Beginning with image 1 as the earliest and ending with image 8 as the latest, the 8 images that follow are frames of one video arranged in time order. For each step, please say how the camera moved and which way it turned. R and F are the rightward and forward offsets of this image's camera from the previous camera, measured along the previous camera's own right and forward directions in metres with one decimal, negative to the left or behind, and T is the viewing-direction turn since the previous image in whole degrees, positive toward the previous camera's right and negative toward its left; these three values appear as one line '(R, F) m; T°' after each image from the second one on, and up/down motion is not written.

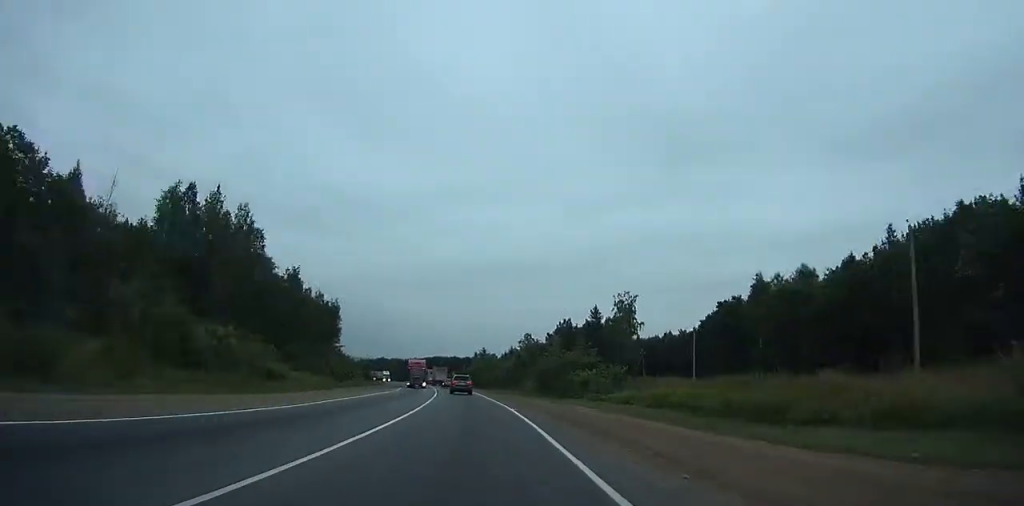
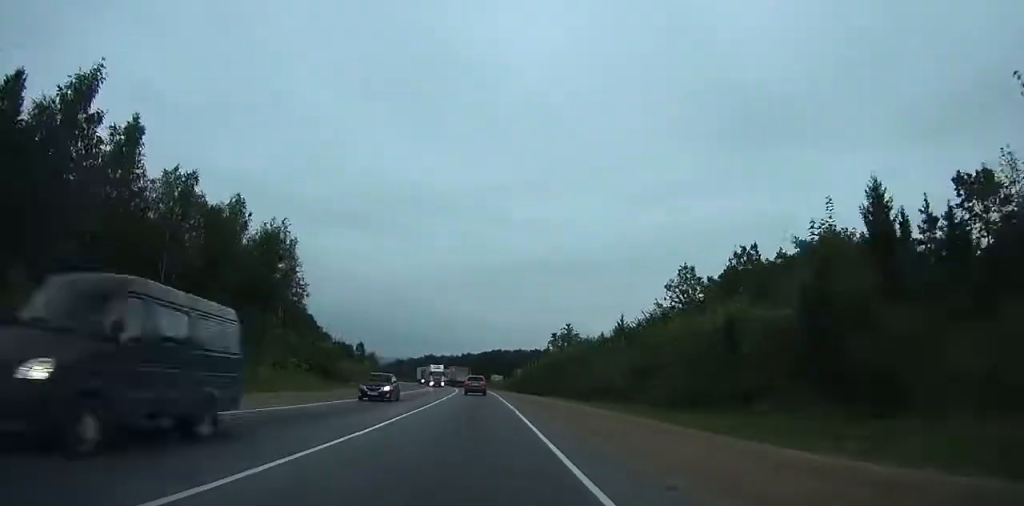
(-5.5, +74.7) m; -8°
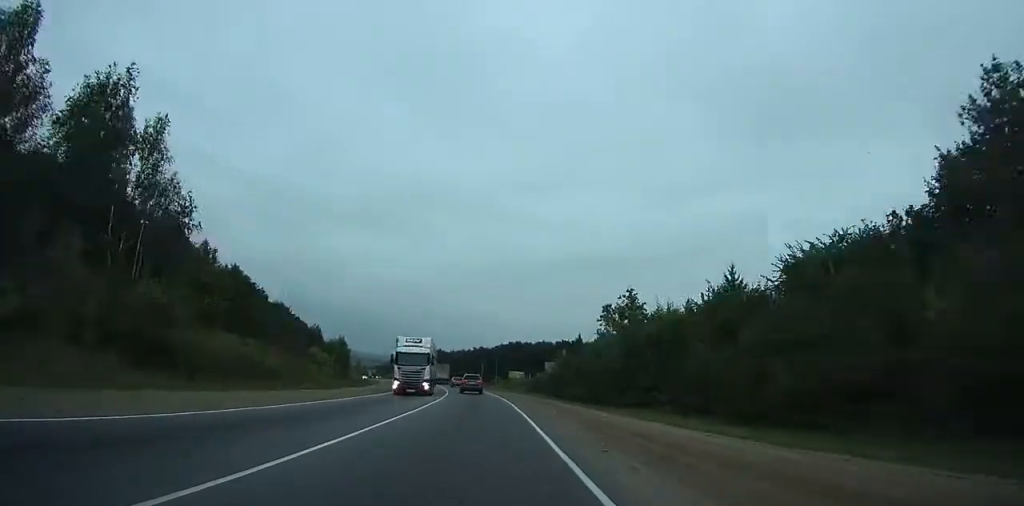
(-1.8, +38.4) m; -3°
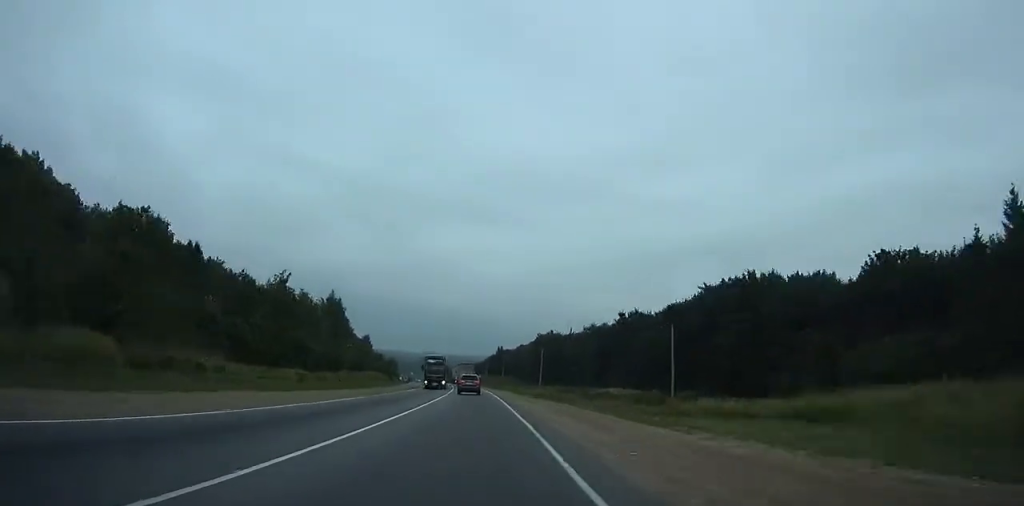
(-8.3, +112.4) m; -10°
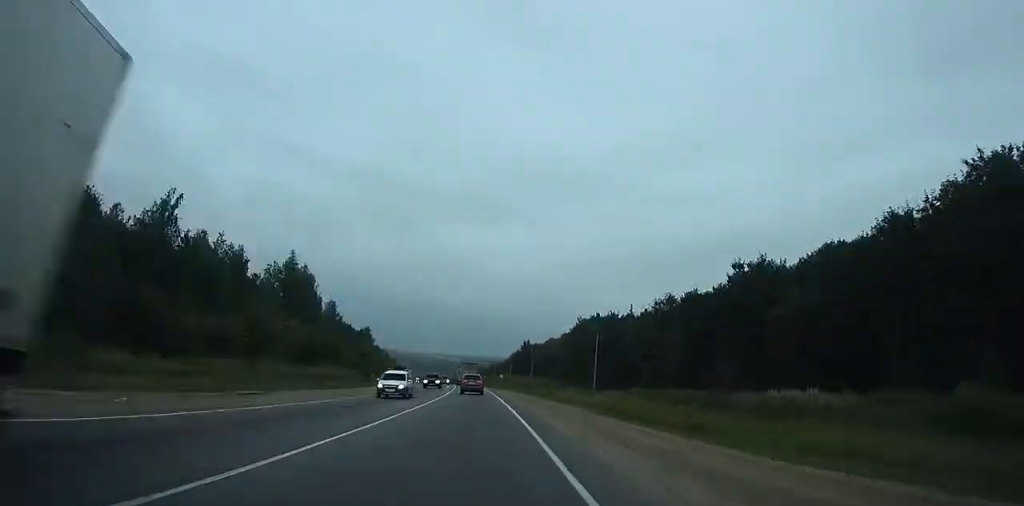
(-2.0, +45.0) m; -4°
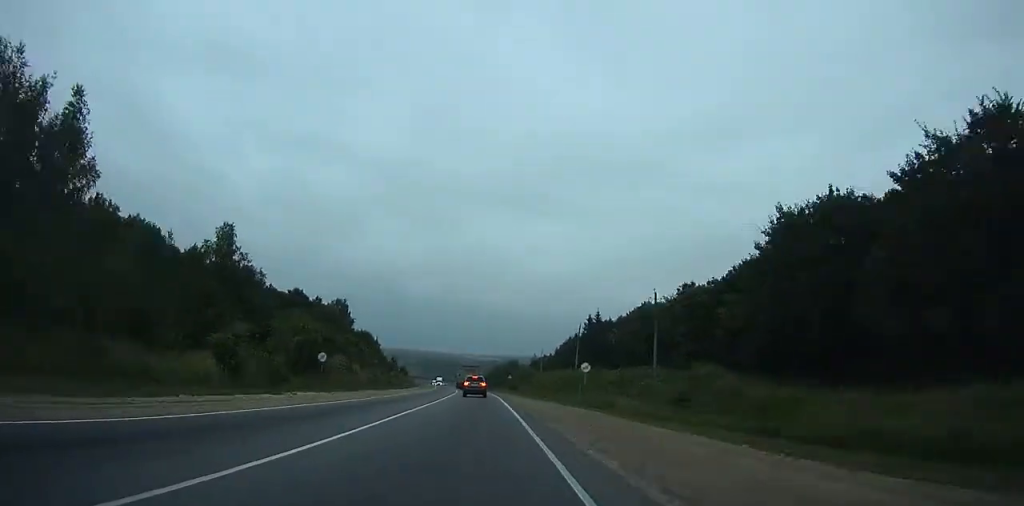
(-3.4, +82.5) m; -4°
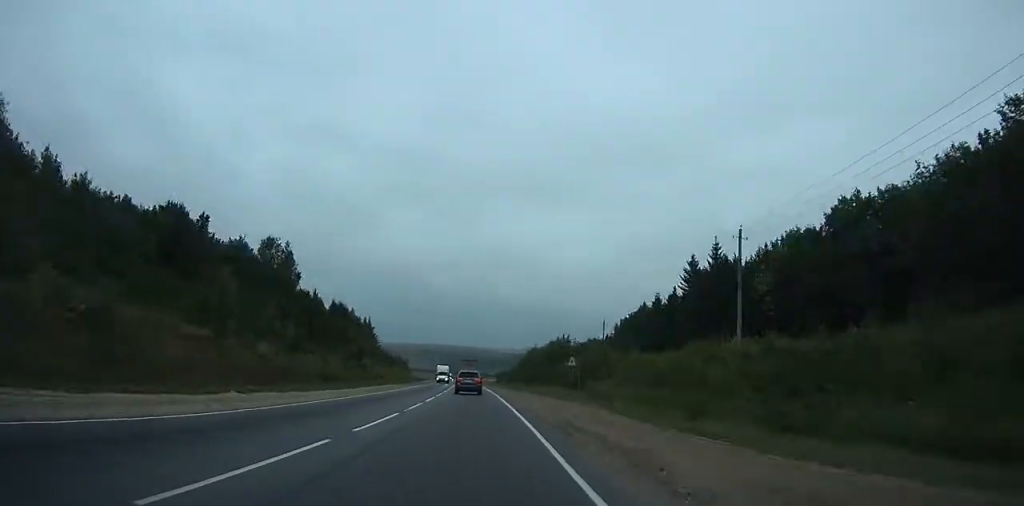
(-0.8, +59.4) m; -2°
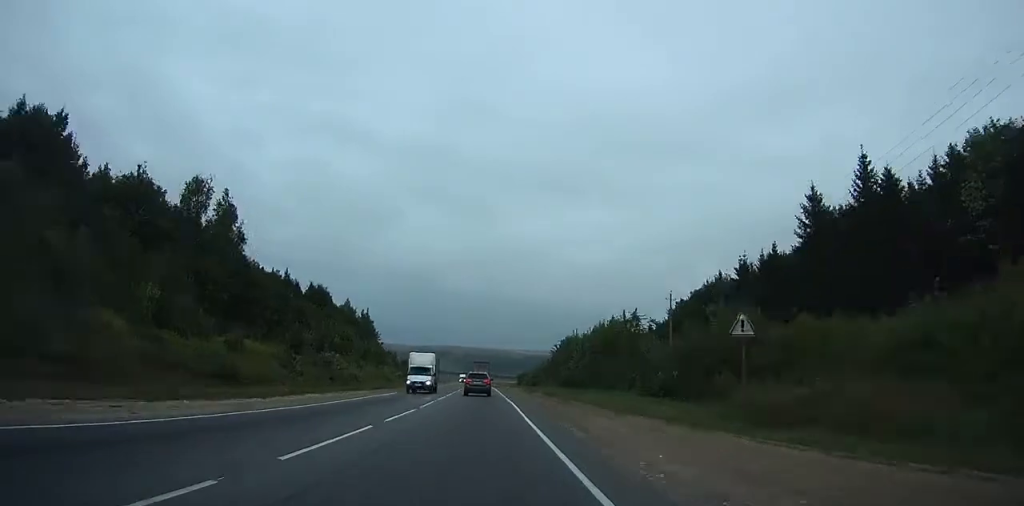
(-0.8, +28.2) m; -1°
